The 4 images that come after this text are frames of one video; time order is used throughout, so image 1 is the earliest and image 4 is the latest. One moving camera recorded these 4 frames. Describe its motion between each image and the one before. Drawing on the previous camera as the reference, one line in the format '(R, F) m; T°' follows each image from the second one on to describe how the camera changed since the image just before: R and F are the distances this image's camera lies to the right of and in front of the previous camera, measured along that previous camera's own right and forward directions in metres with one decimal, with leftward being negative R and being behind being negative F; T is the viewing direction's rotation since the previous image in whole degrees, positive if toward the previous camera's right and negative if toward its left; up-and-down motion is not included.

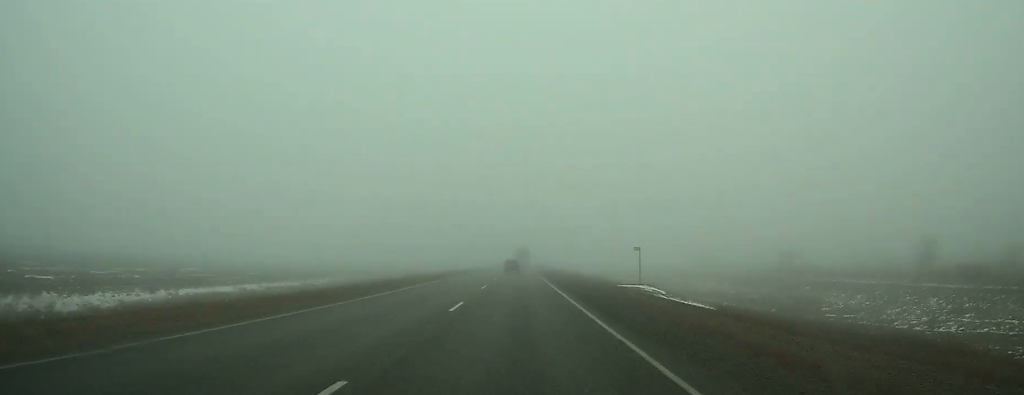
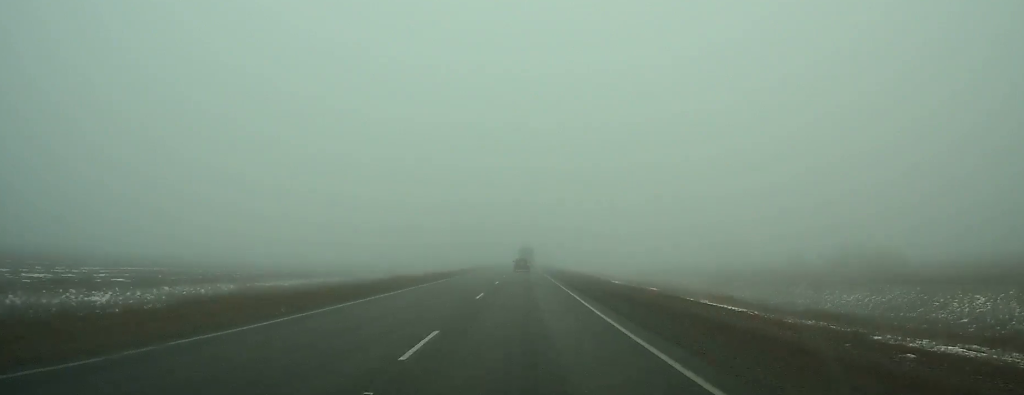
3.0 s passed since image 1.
(-0.2, +79.5) m; 0°
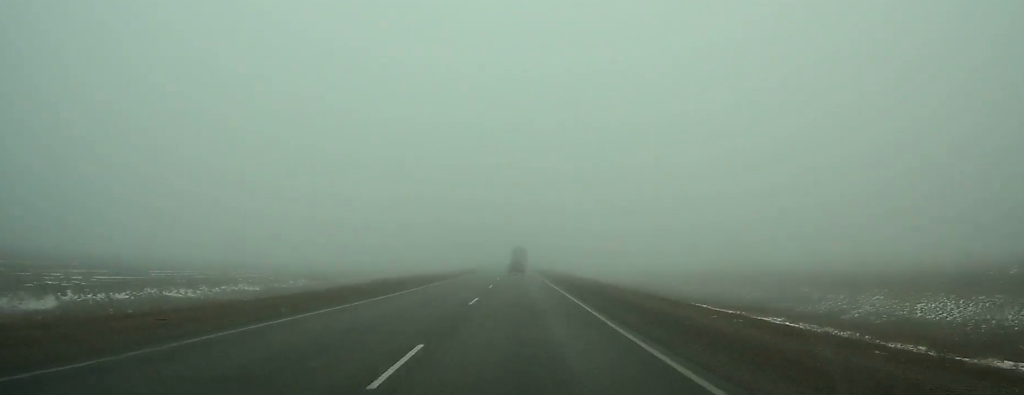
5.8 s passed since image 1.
(+0.2, +68.9) m; 0°
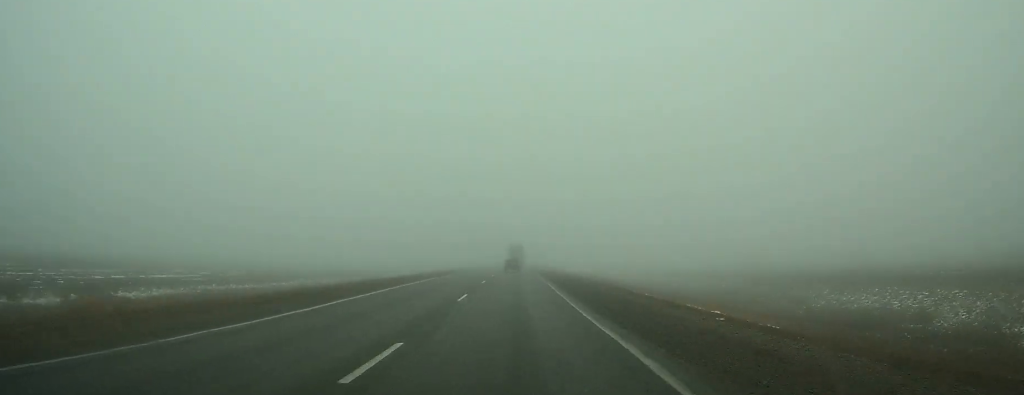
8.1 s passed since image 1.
(+0.1, +58.0) m; 0°
